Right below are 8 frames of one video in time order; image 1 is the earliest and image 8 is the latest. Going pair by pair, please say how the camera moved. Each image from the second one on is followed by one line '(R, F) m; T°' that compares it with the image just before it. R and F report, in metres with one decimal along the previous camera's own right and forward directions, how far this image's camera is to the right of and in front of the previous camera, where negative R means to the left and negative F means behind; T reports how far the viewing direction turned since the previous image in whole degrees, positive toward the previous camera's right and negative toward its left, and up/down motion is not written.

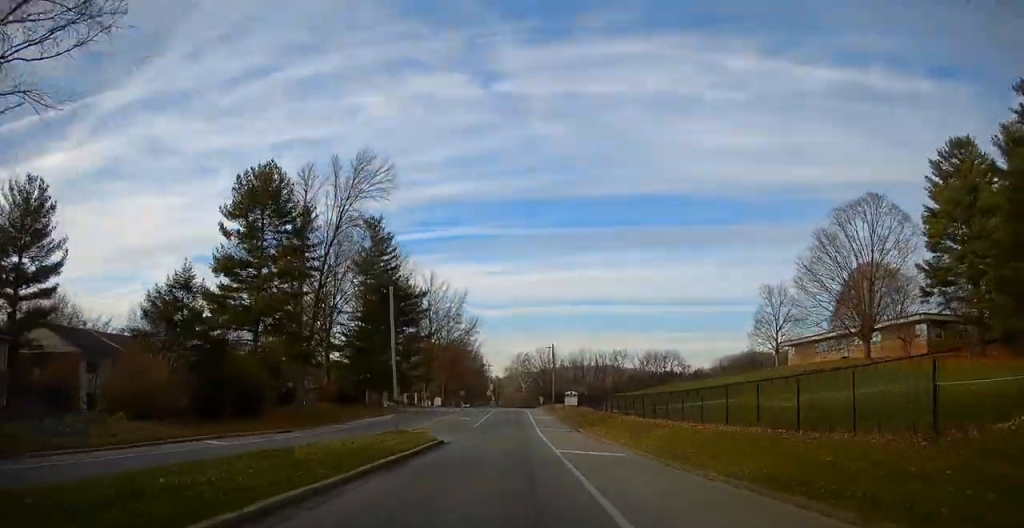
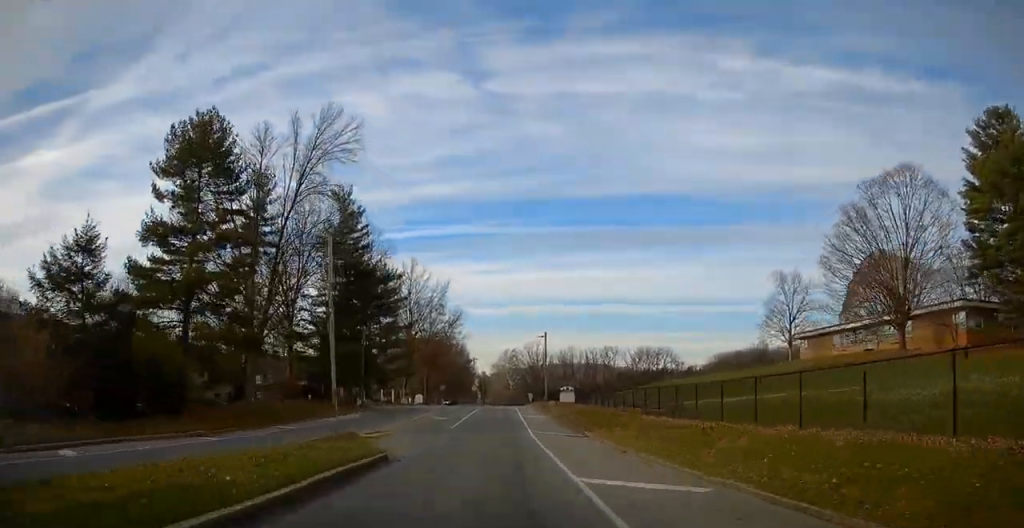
(+0.8, +10.0) m; +3°
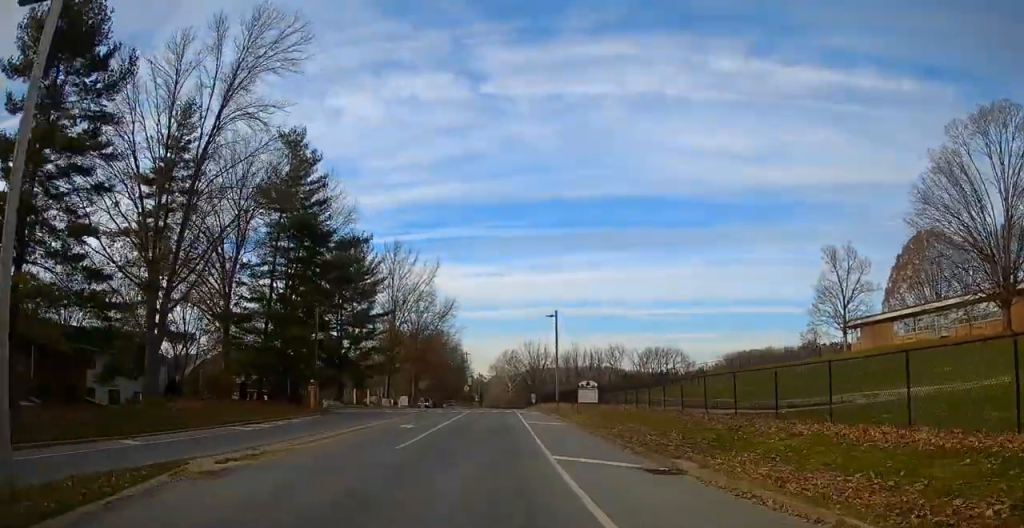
(-0.9, +17.5) m; -3°
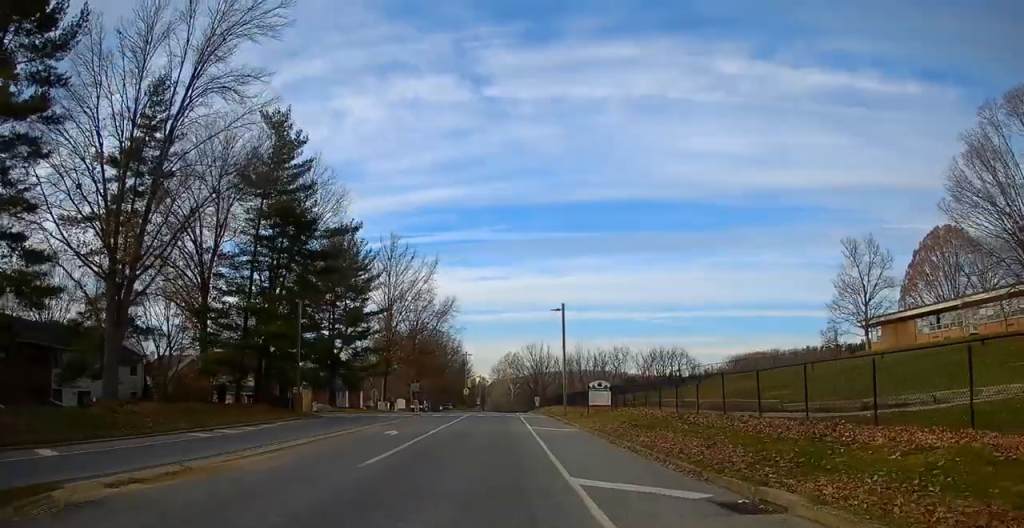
(-0.1, +5.1) m; 0°
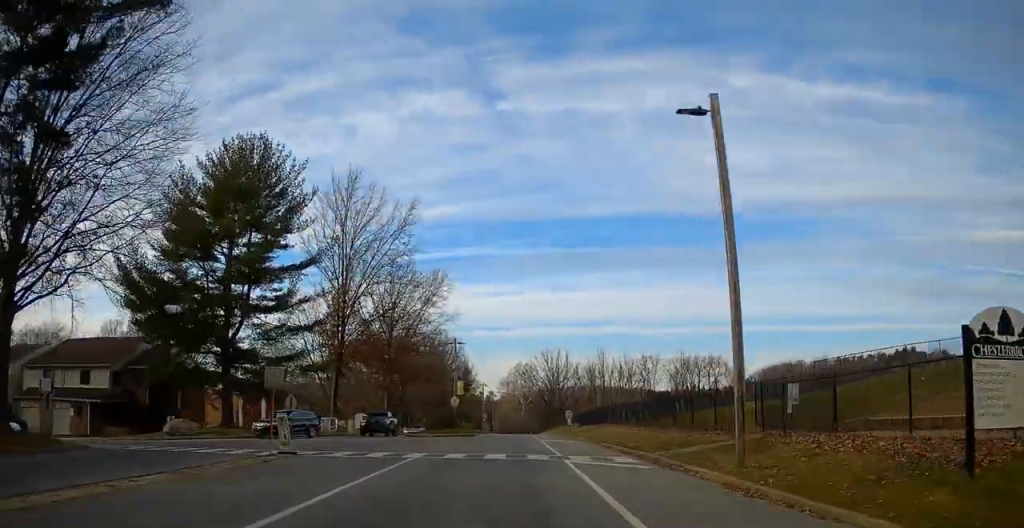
(+0.1, +35.5) m; -1°
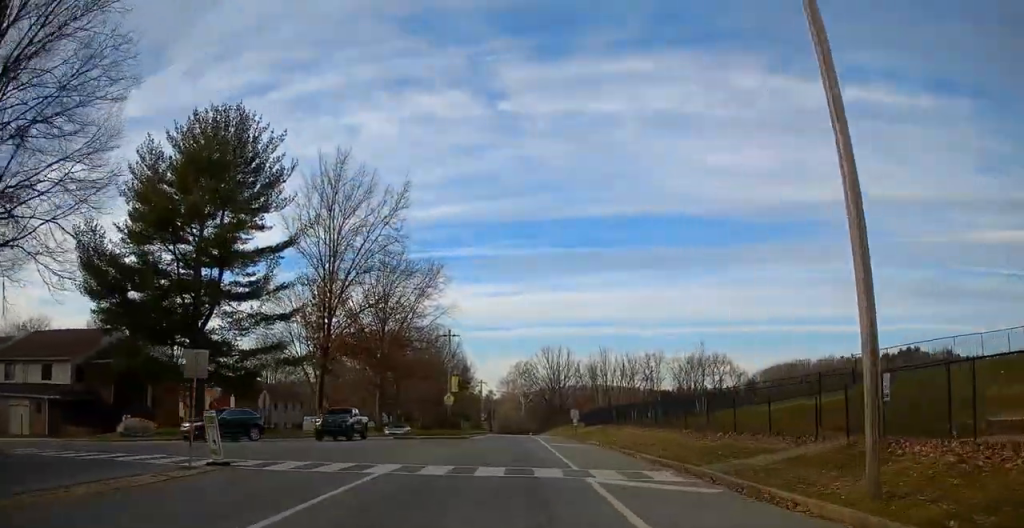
(-0.1, +5.4) m; 0°
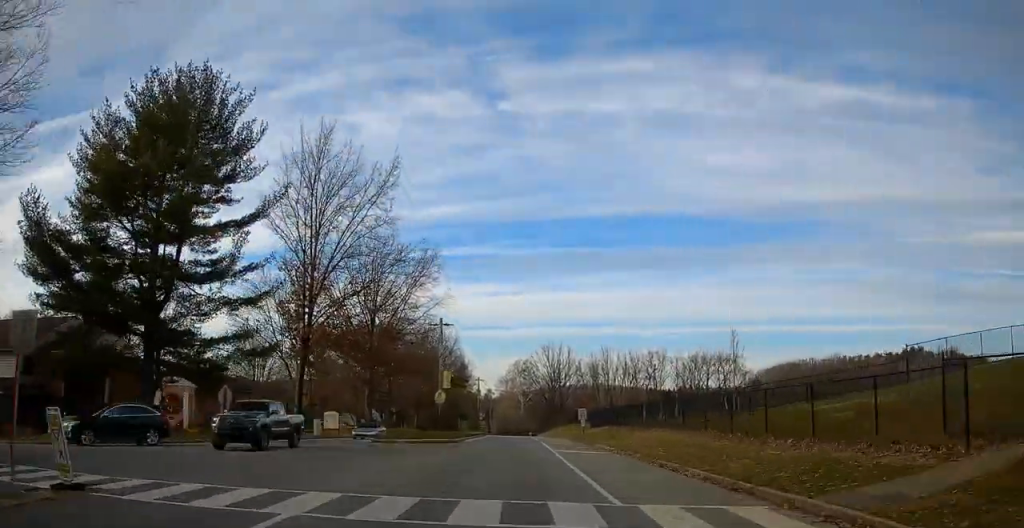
(-0.3, +6.2) m; +1°
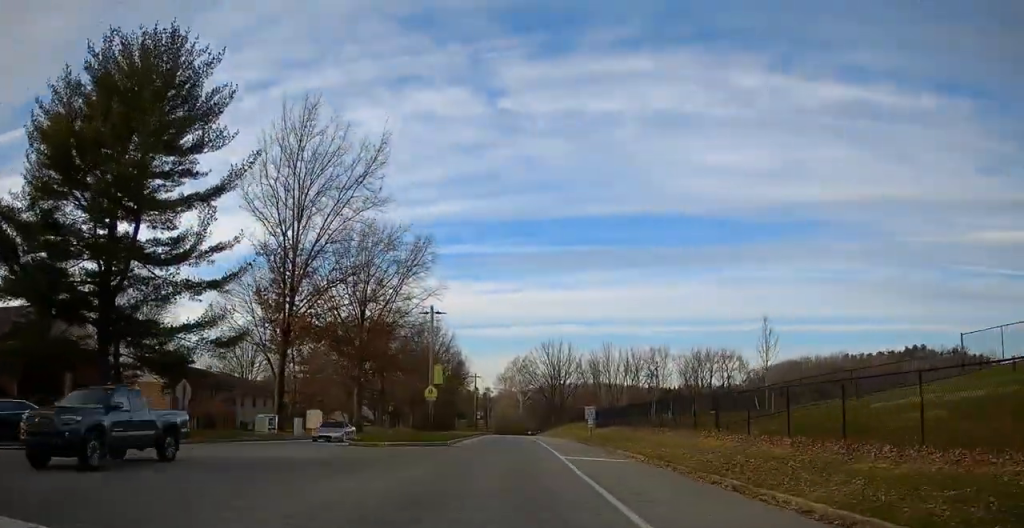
(+0.1, +4.9) m; +4°
